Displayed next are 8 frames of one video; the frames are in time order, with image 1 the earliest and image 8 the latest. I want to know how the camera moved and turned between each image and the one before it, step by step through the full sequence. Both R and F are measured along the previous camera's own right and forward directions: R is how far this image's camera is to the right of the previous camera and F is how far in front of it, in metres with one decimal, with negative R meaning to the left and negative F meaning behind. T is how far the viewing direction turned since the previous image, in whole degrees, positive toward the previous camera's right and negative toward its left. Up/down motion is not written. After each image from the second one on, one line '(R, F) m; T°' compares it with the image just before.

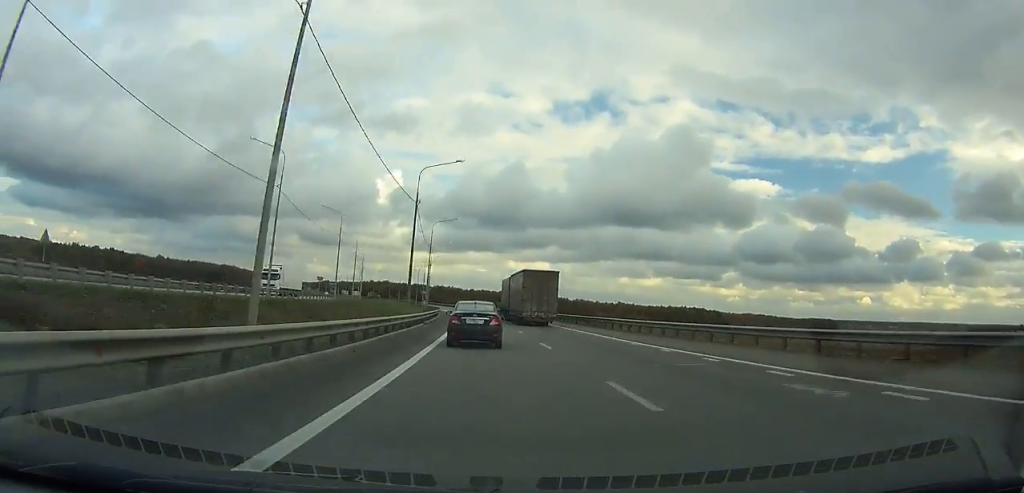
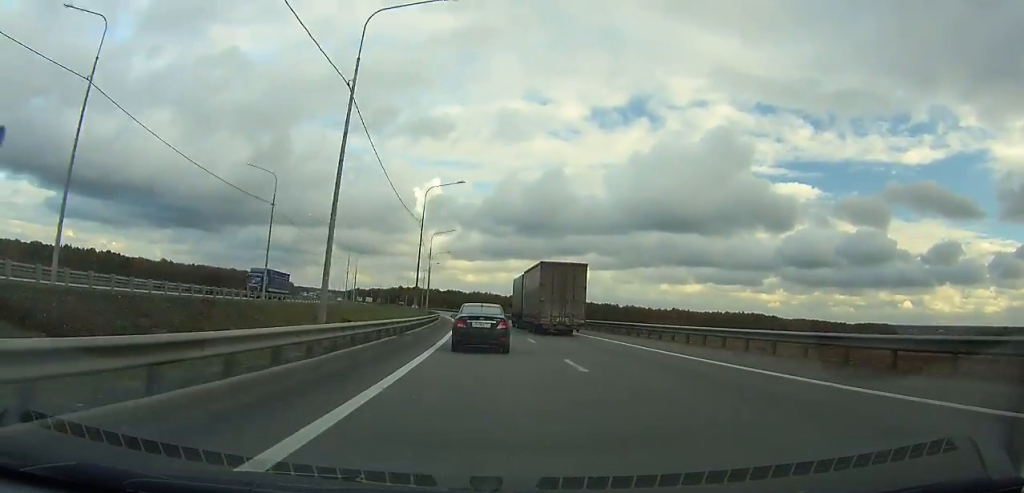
(-2.2, +54.7) m; -4°
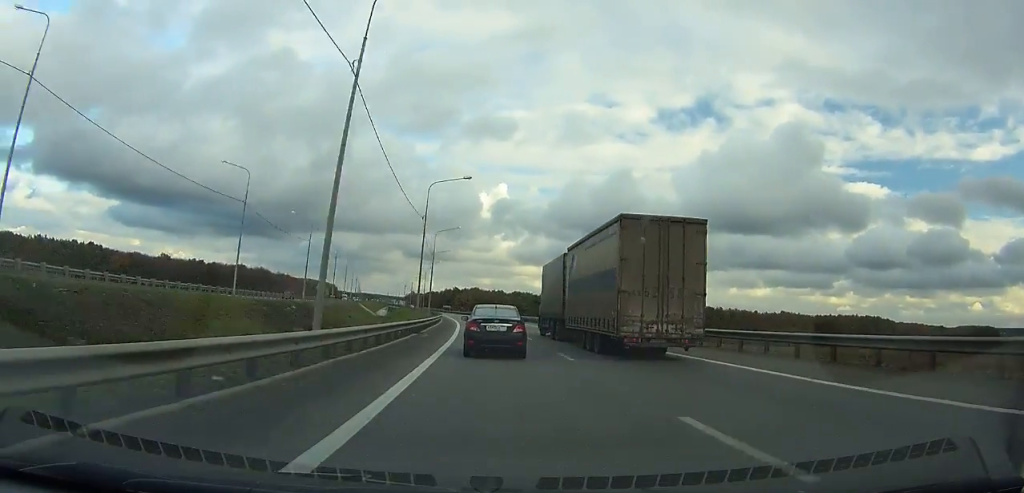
(-5.6, +93.2) m; -7°
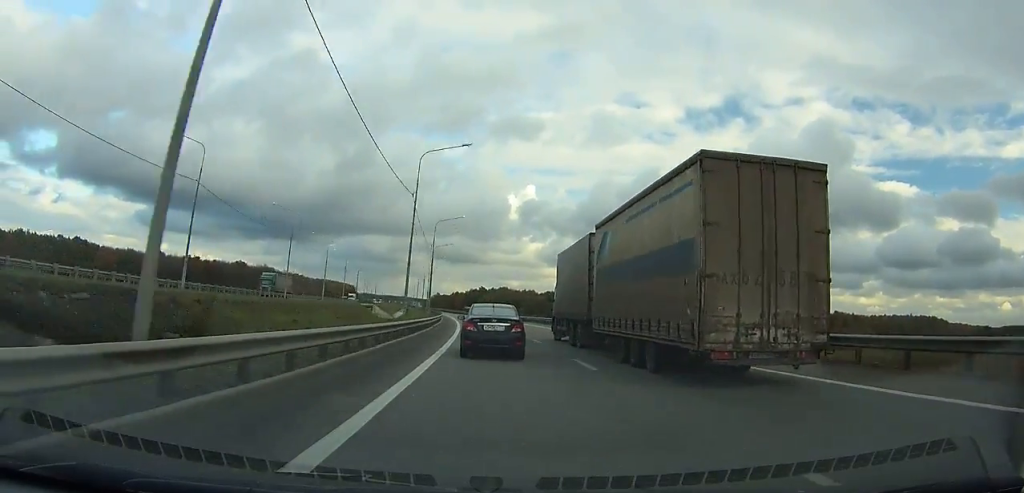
(-1.3, +38.9) m; -3°
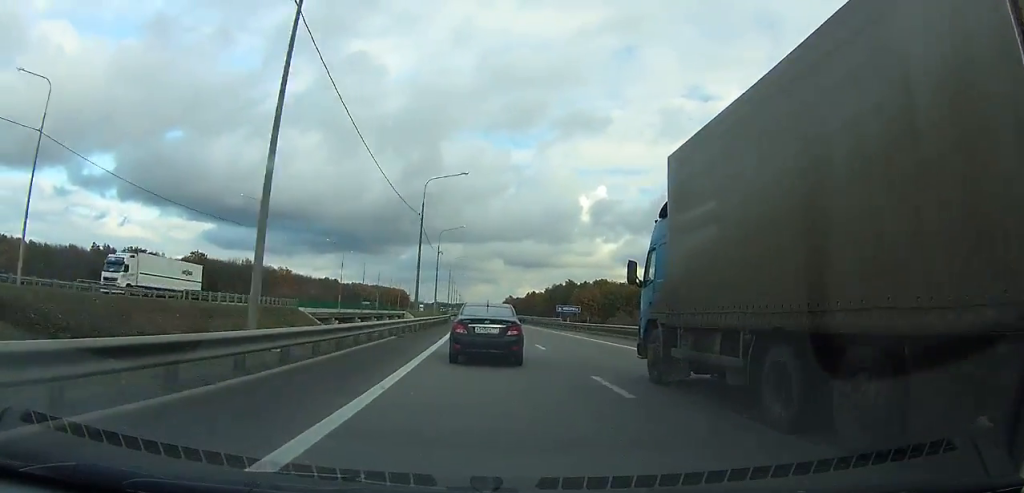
(-7.7, +112.1) m; -7°
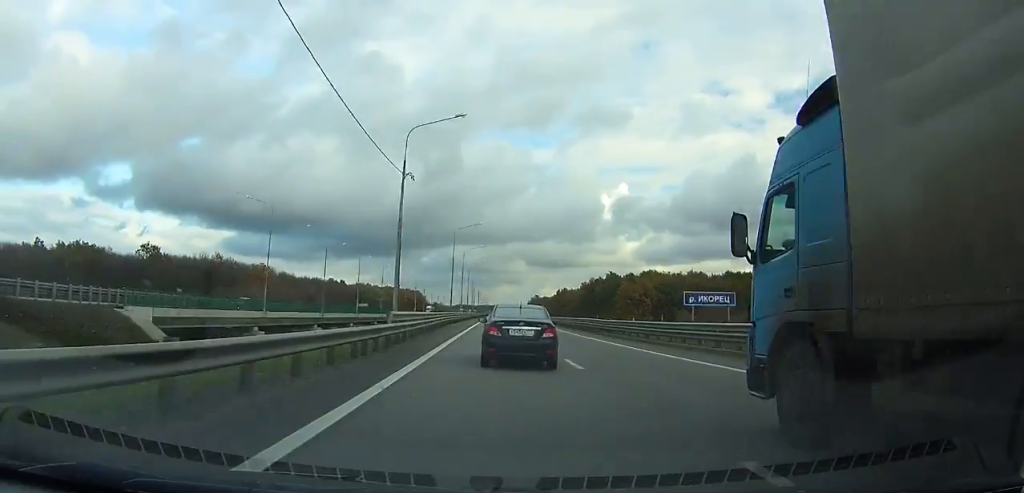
(-0.9, +43.5) m; -2°
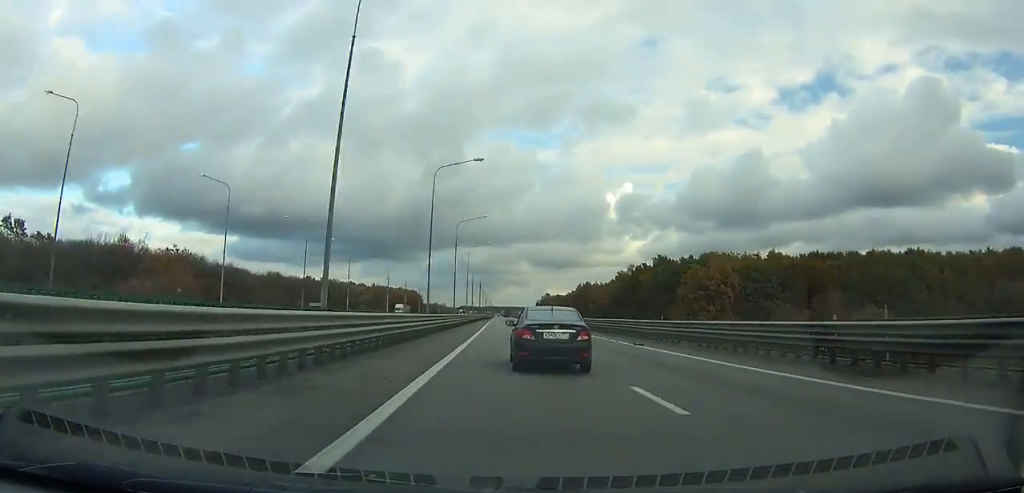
(-1.7, +54.2) m; -1°
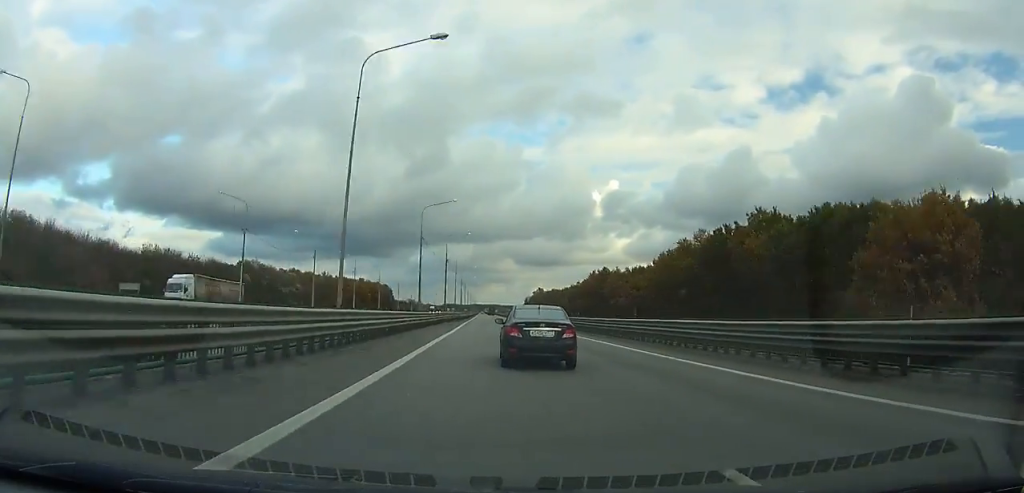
(-0.2, +65.3) m; 0°
